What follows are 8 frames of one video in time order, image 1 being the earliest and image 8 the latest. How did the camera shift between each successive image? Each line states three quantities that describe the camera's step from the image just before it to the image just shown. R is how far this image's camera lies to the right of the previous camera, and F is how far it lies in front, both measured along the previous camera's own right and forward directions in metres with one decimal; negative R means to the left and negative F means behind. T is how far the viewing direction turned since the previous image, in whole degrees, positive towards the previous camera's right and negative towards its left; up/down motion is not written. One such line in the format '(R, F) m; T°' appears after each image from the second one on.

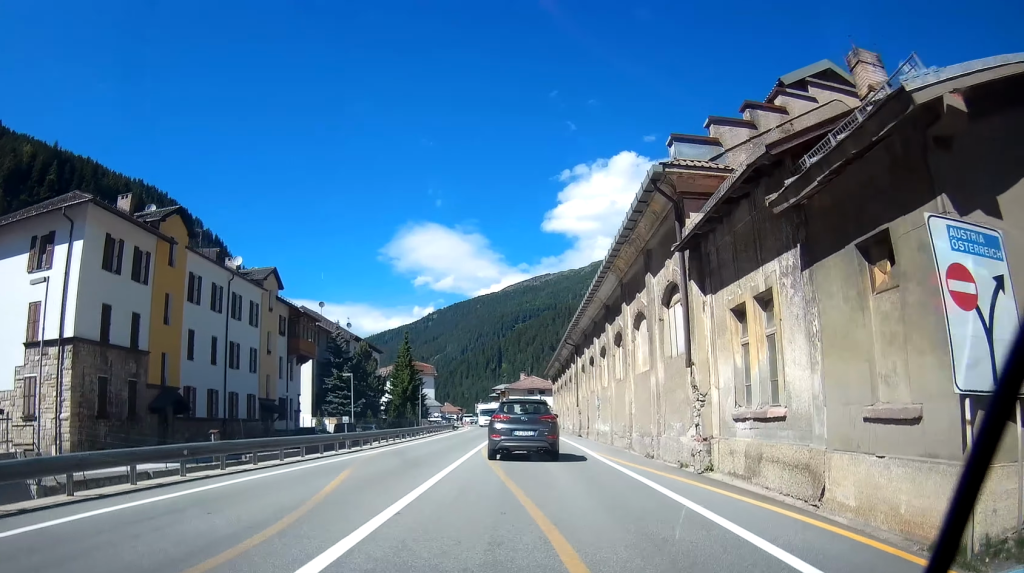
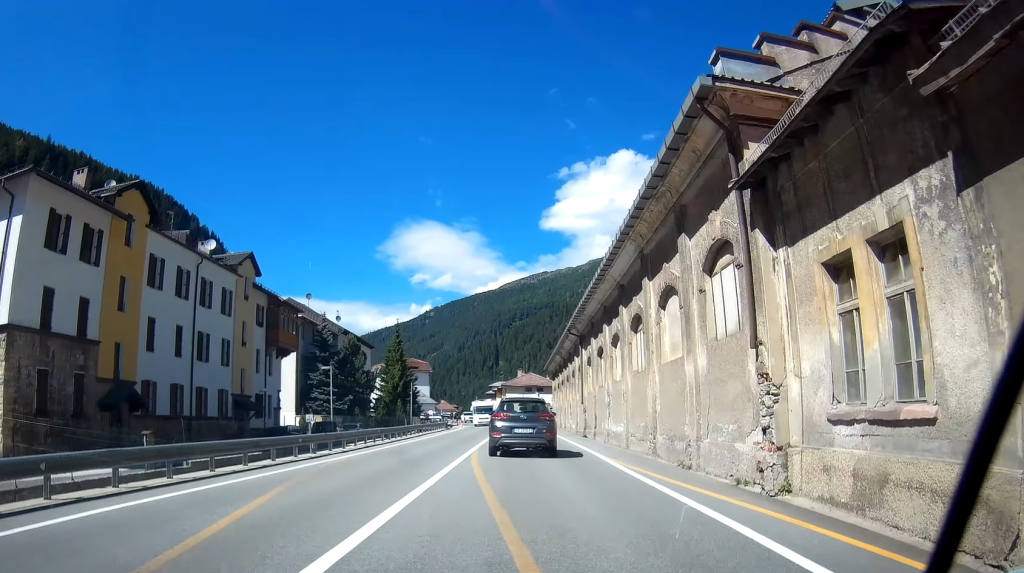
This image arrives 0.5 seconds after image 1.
(0.0, +5.3) m; 0°
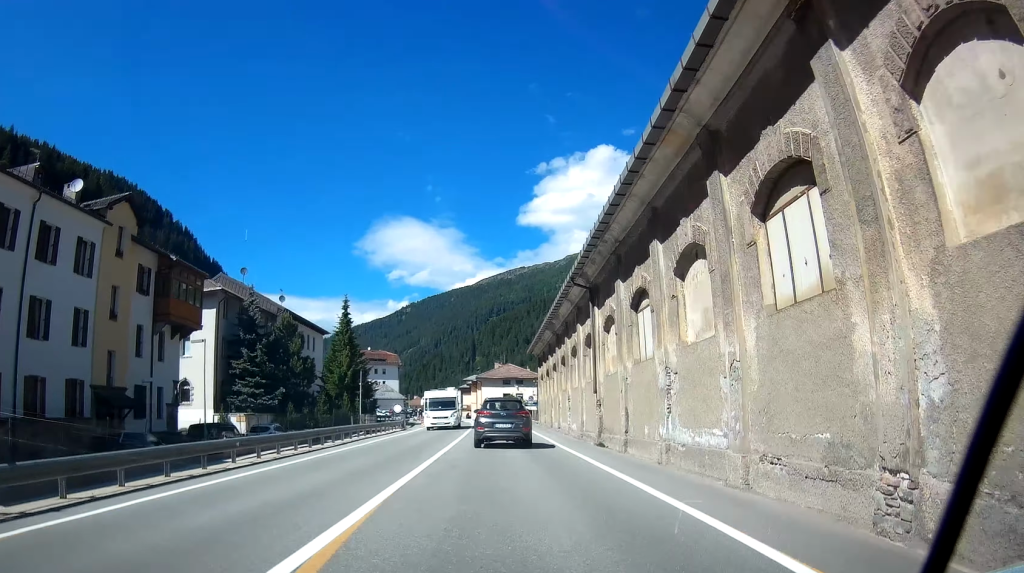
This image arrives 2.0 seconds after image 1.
(-0.1, +15.7) m; -1°
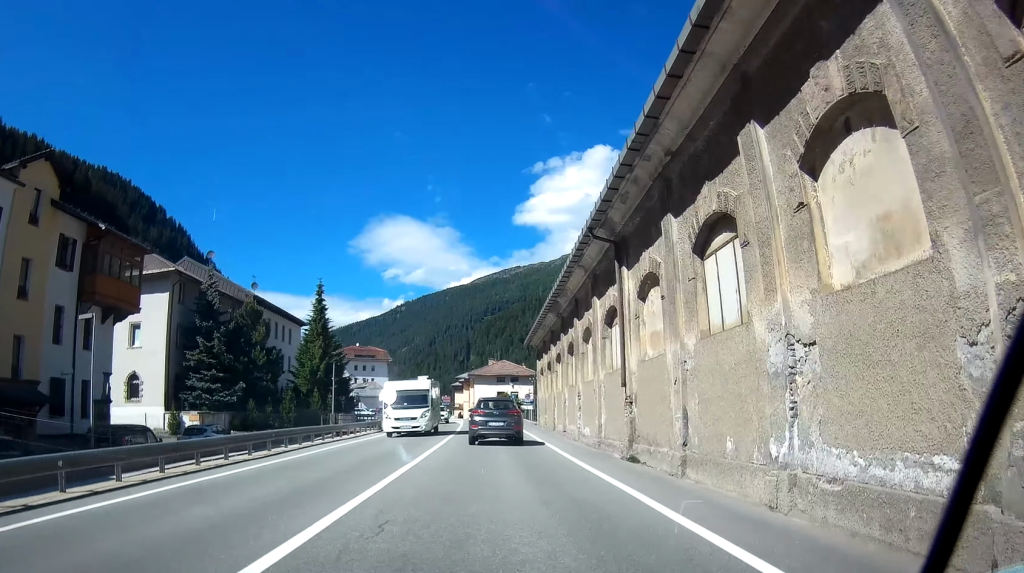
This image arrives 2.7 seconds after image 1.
(0.0, +7.2) m; 0°
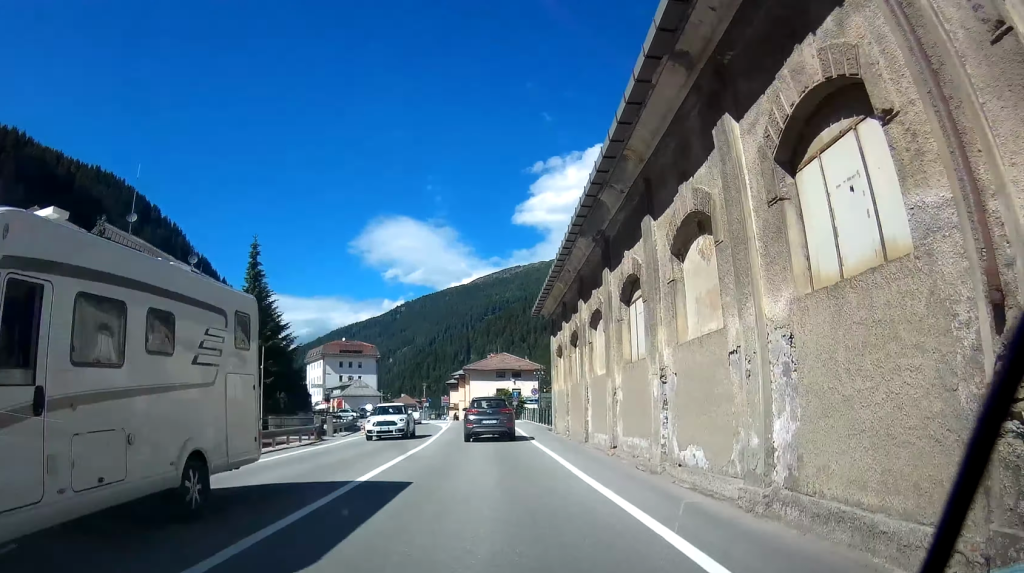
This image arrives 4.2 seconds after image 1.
(0.0, +14.9) m; +1°
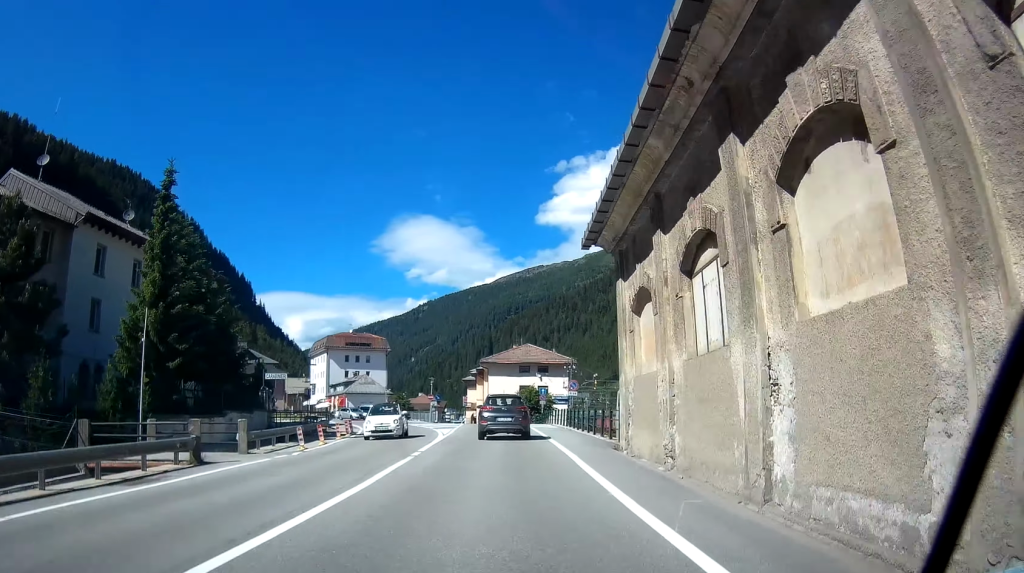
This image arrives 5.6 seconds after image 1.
(+0.2, +14.1) m; +2°
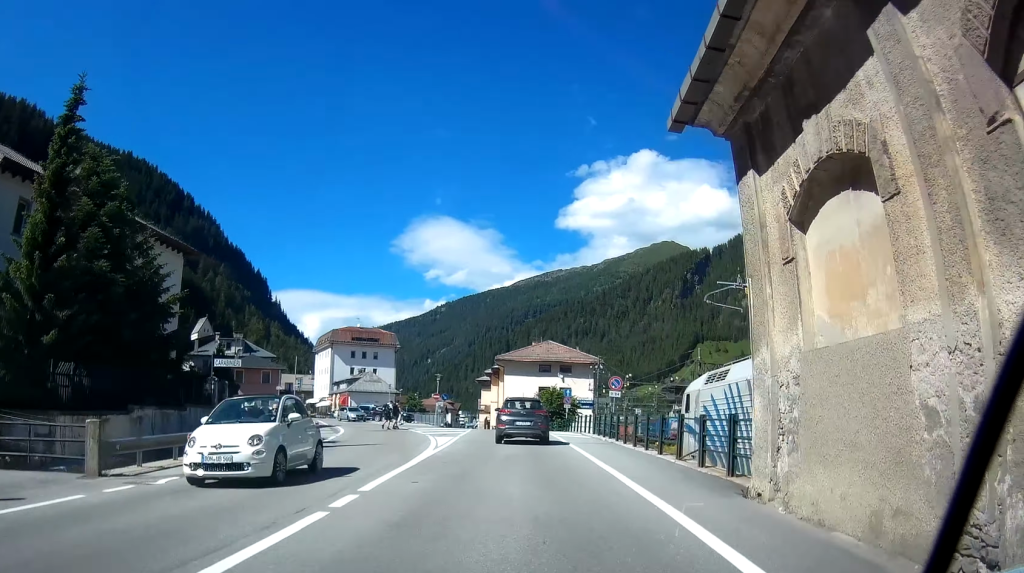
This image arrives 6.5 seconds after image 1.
(0.0, +9.1) m; +1°
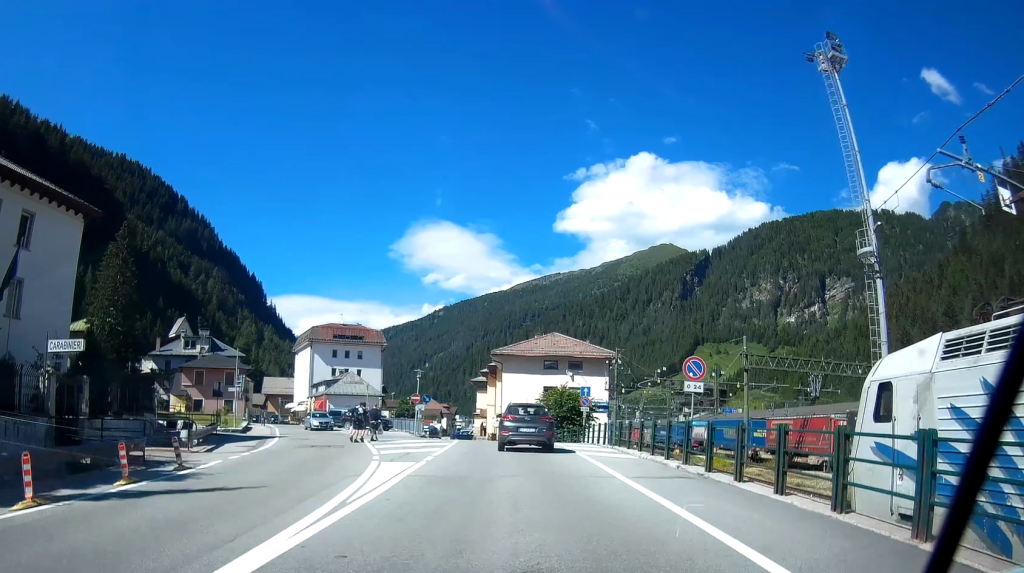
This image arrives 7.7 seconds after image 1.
(-0.1, +12.6) m; -4°
